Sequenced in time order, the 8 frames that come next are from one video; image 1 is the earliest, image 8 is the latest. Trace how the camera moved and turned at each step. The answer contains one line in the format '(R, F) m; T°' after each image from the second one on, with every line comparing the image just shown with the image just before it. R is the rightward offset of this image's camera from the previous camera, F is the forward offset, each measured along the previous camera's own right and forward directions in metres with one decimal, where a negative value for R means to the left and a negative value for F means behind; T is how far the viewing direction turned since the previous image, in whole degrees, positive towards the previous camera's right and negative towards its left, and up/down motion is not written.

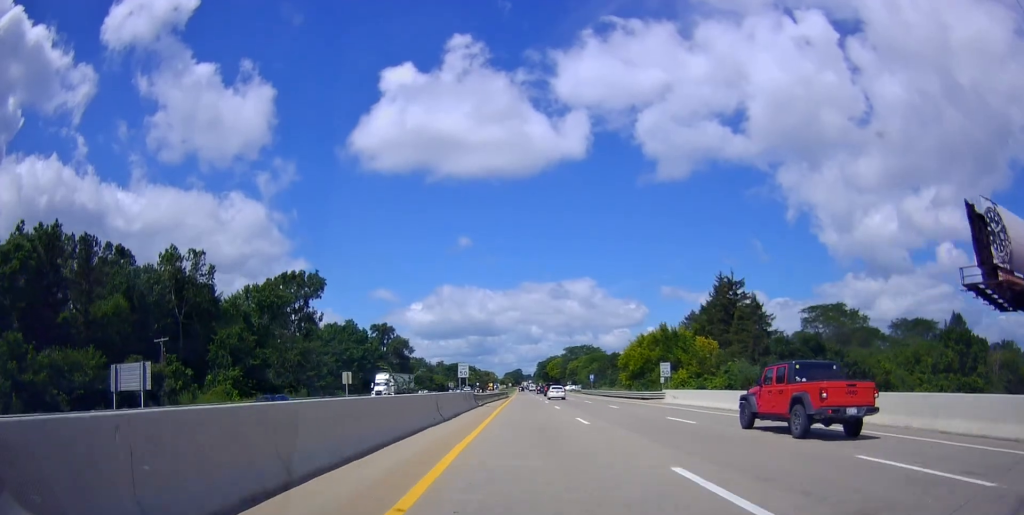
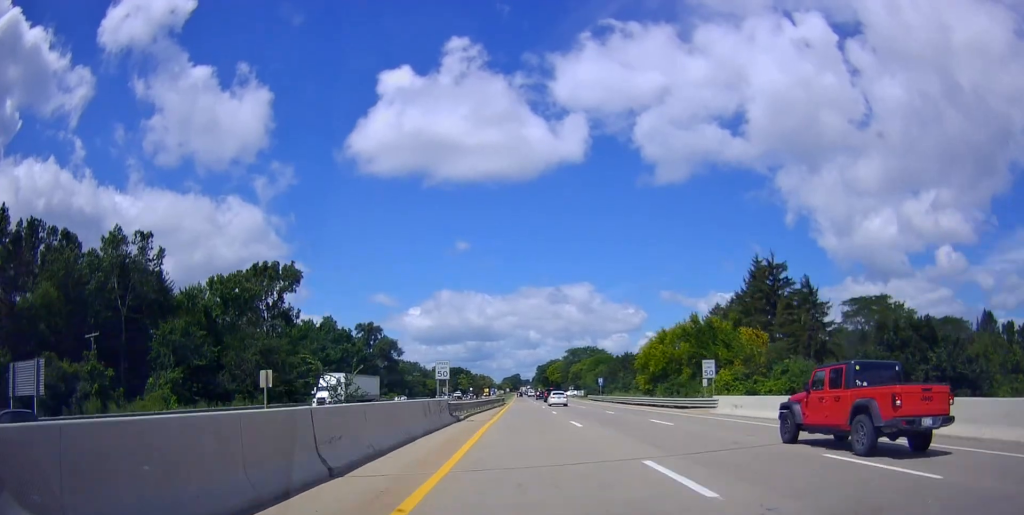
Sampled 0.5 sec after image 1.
(+0.3, +13.5) m; +1°
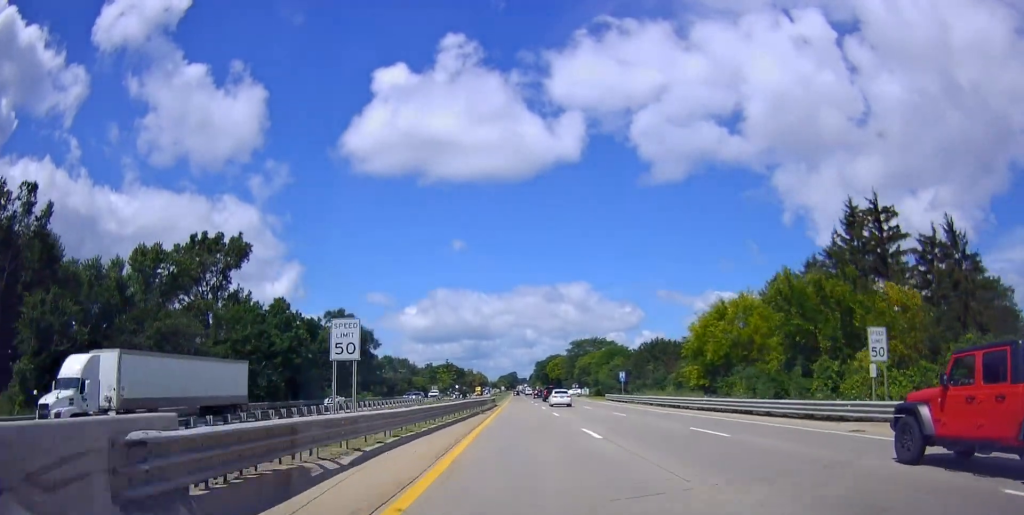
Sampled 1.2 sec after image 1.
(0.0, +21.9) m; 0°
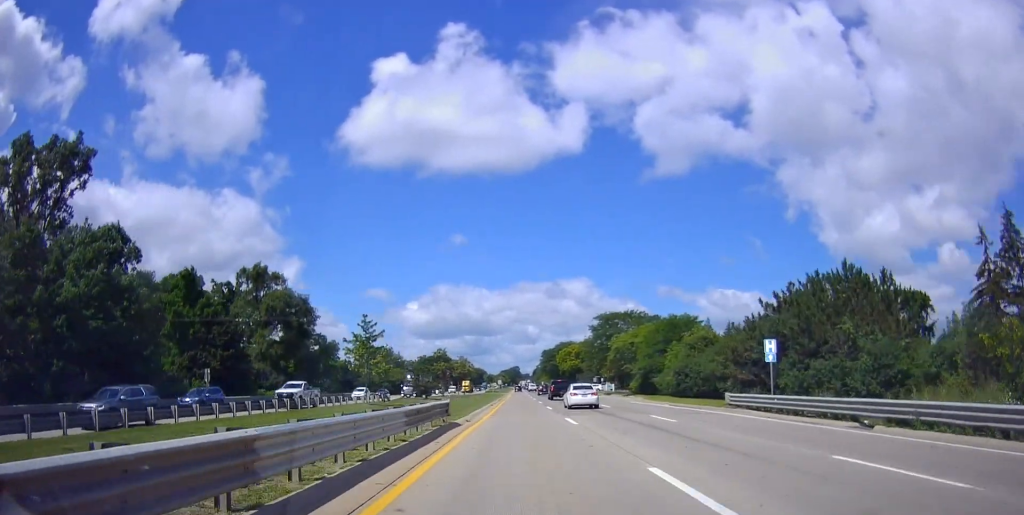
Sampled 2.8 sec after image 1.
(+0.3, +43.3) m; +1°
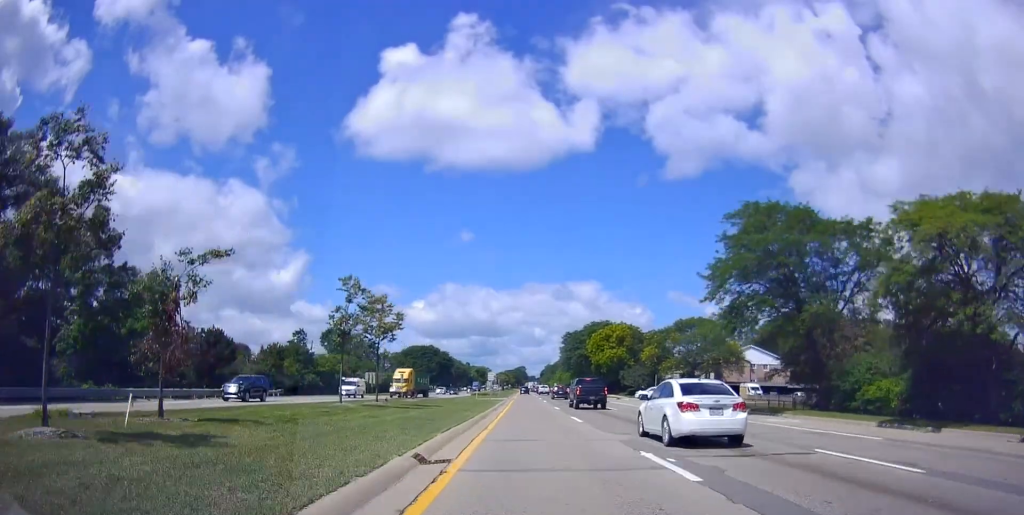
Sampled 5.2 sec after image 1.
(+0.9, +64.8) m; +1°
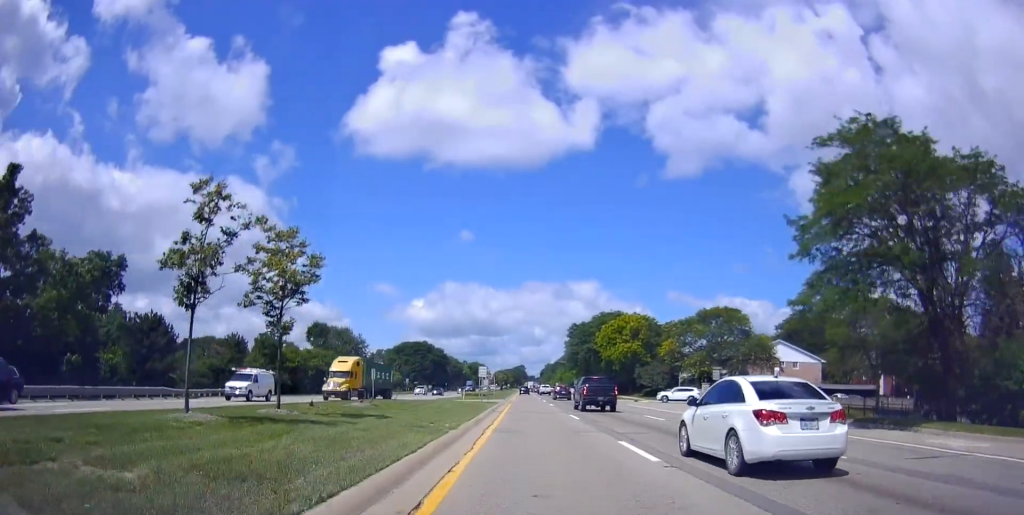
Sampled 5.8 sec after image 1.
(0.0, +15.0) m; 0°
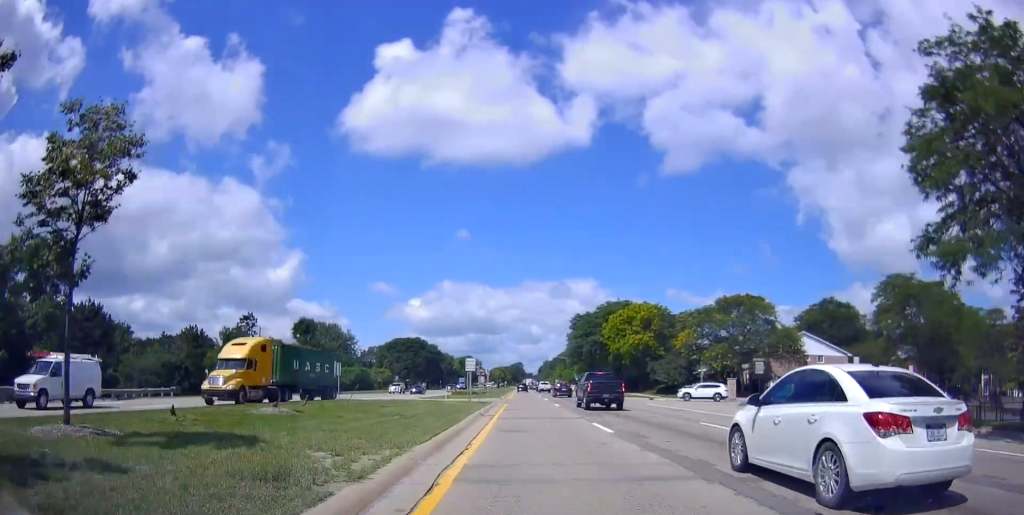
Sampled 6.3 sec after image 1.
(0.0, +11.5) m; 0°
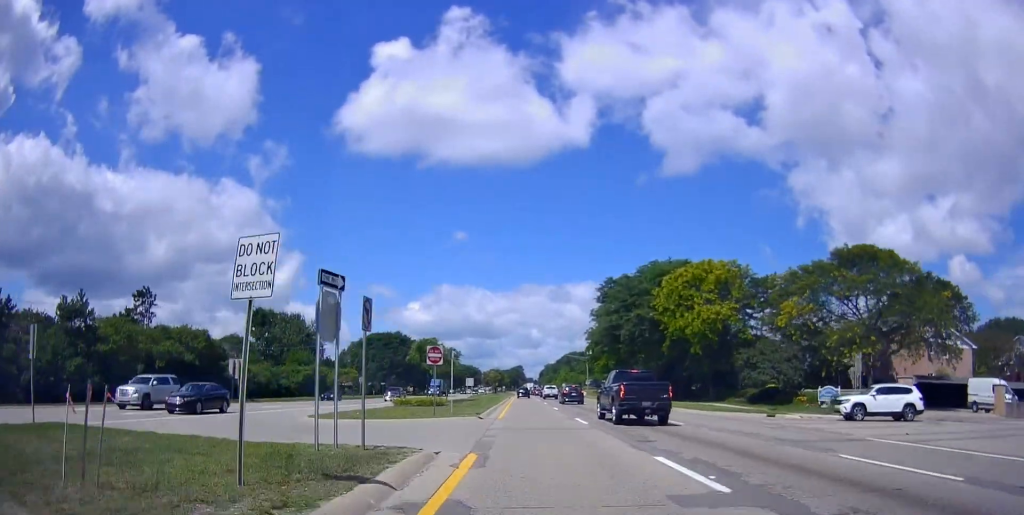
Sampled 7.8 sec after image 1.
(0.0, +35.7) m; 0°
